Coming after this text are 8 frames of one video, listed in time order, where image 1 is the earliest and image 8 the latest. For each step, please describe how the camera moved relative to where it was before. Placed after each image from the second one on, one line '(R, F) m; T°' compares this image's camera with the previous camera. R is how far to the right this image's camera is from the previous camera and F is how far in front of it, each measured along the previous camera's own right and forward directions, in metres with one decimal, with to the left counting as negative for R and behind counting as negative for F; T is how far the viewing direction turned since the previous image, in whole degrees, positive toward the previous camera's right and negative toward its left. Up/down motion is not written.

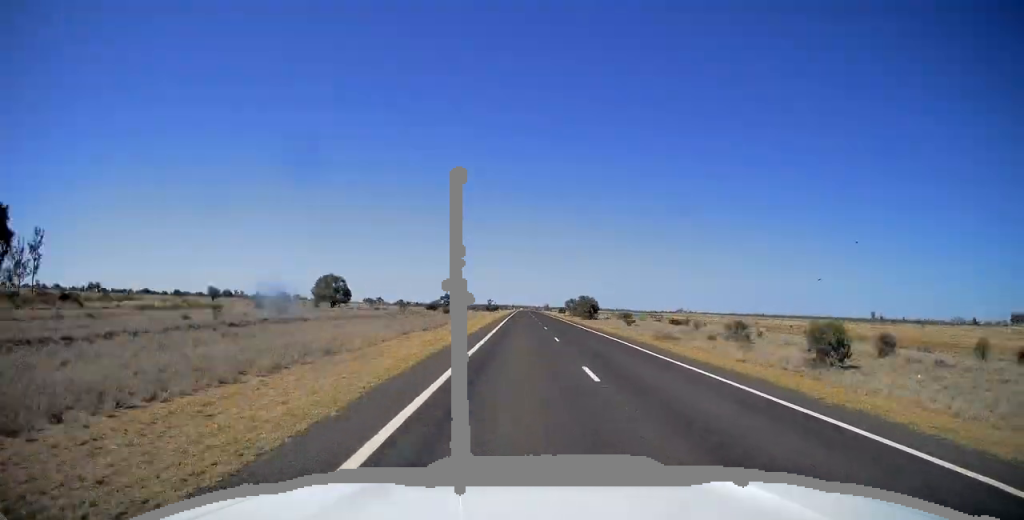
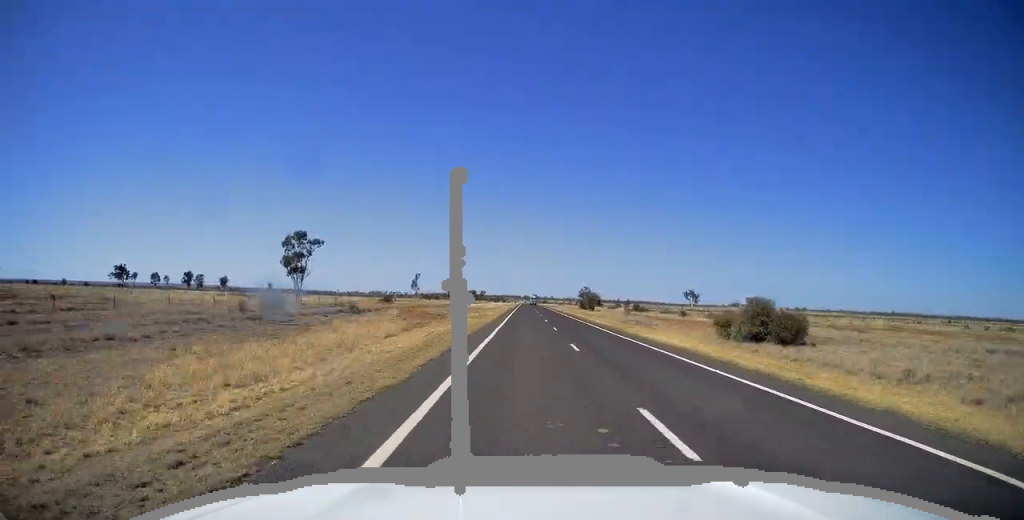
(-2.2, +540.5) m; 0°
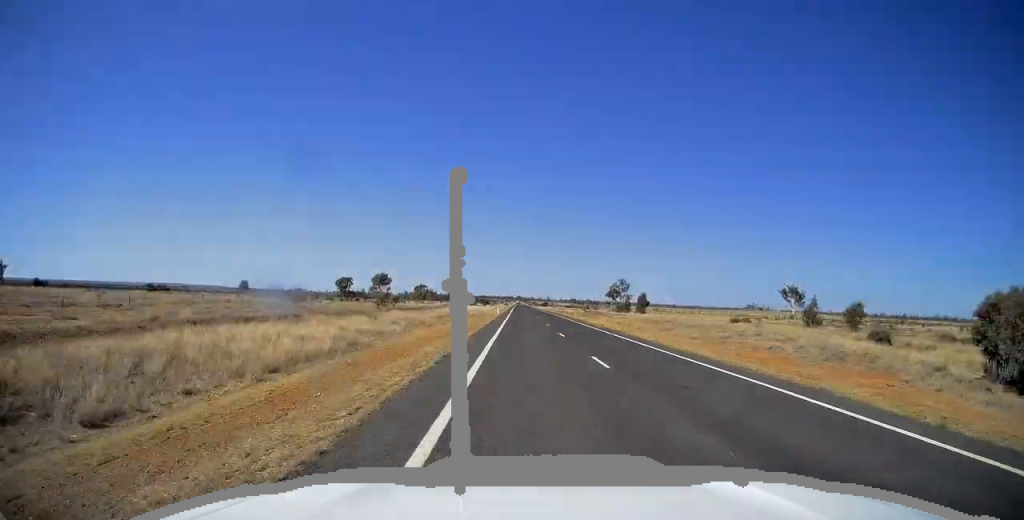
(+0.3, +157.3) m; 0°
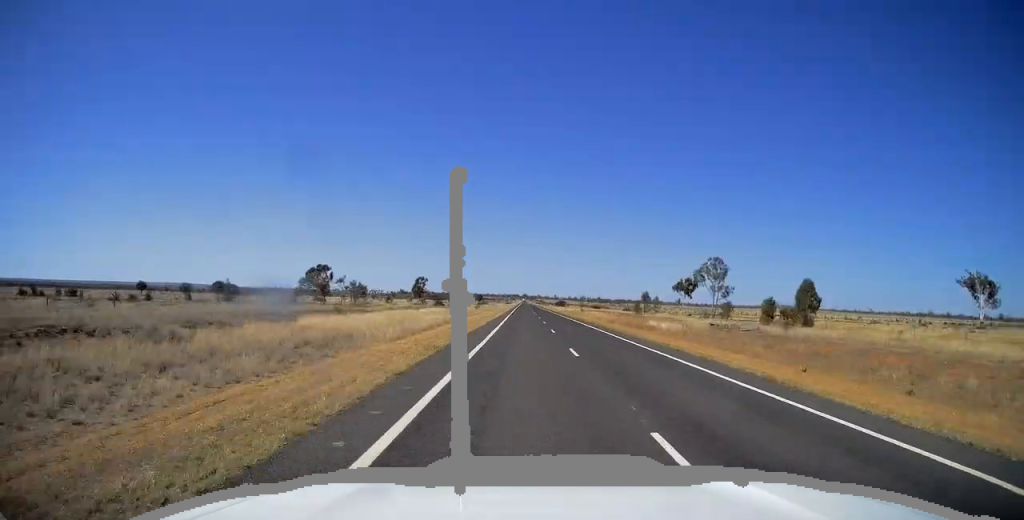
(+0.6, +108.1) m; 0°
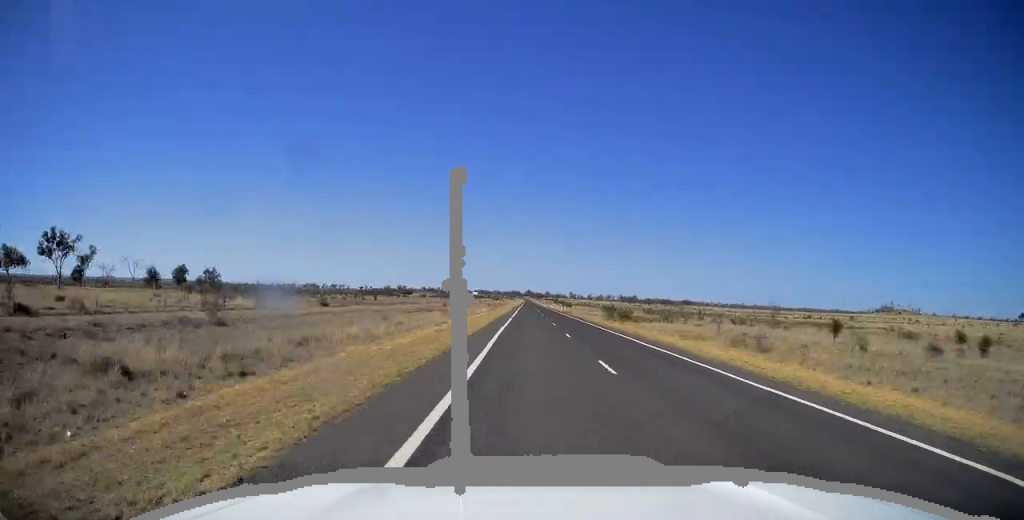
(-1.9, +442.2) m; 0°
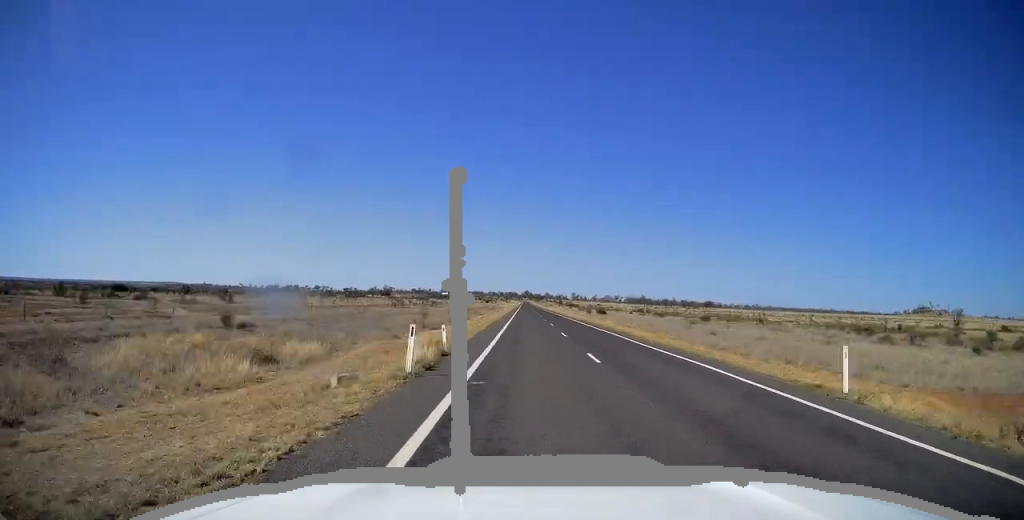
(-0.3, +108.0) m; 0°
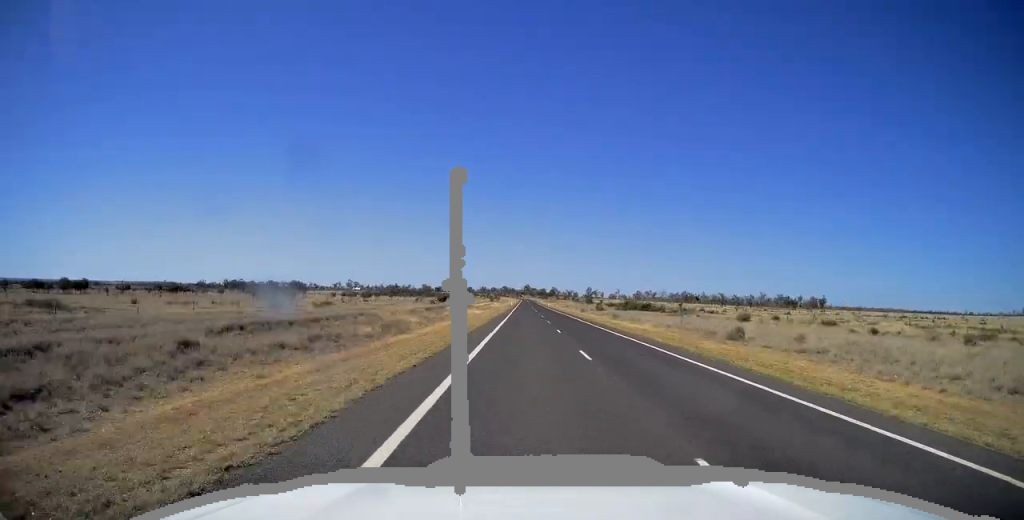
(+1.7, +245.4) m; 0°
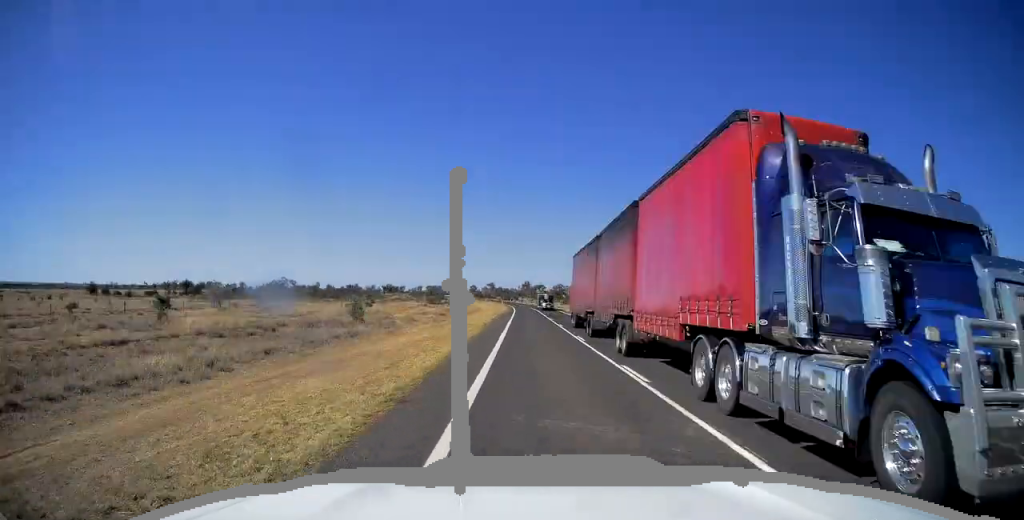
(-3.2, +254.8) m; -4°
